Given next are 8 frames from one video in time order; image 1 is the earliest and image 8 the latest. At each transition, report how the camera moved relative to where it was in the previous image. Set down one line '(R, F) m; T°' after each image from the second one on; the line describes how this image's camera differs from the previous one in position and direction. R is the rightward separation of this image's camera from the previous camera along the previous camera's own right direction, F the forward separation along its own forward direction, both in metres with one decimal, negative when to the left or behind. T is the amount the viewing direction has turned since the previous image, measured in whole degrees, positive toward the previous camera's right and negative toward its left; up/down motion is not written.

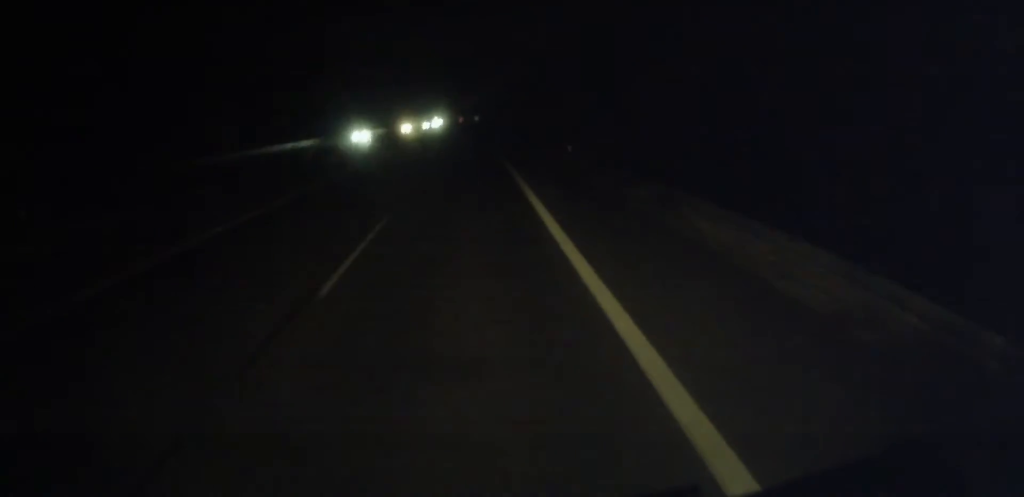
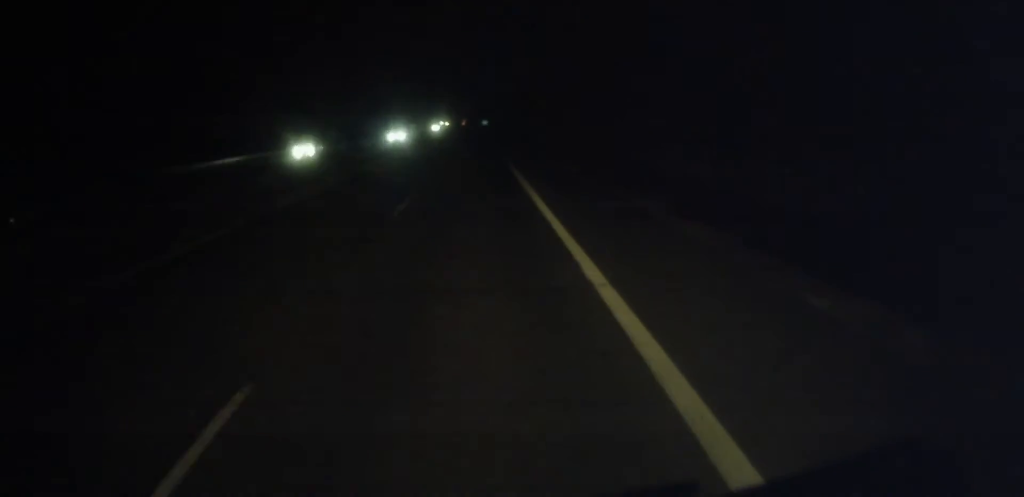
(-0.3, +78.1) m; -1°
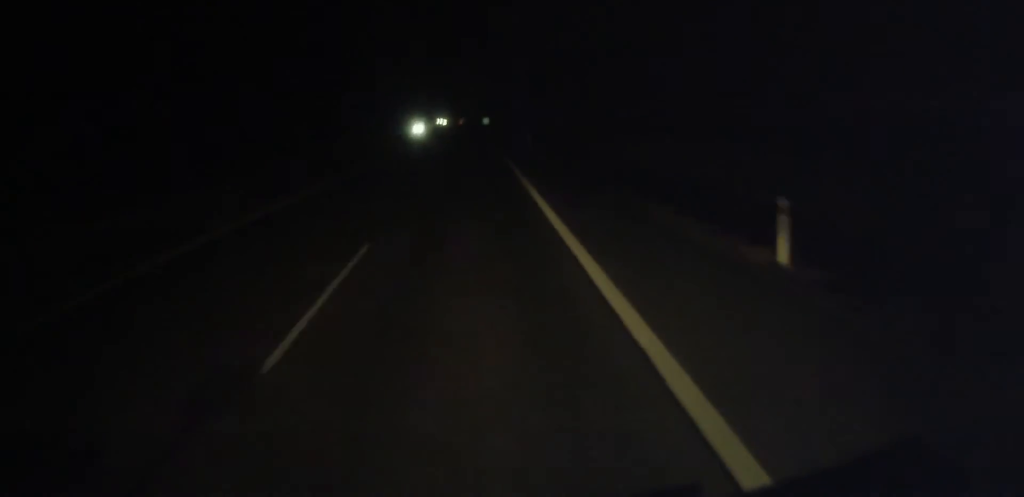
(-0.2, +43.8) m; 0°
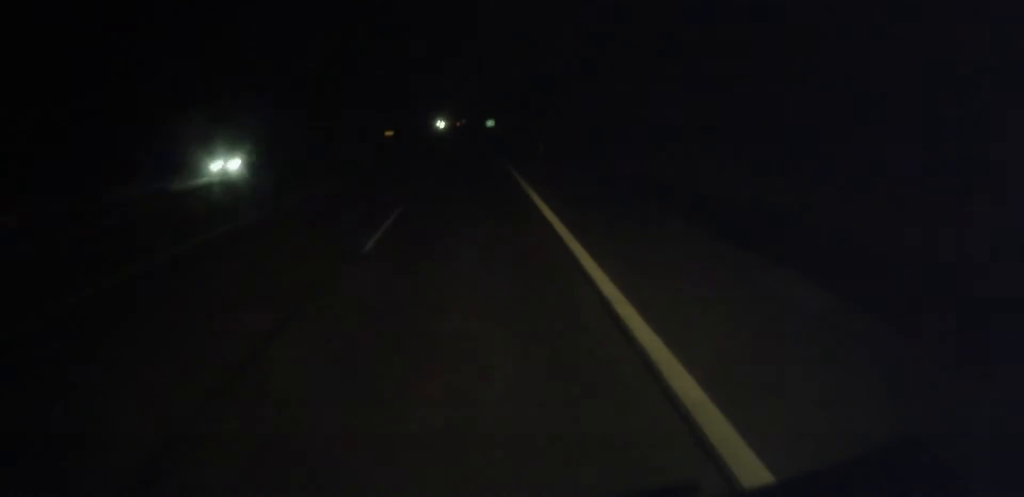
(-0.4, +62.6) m; 0°
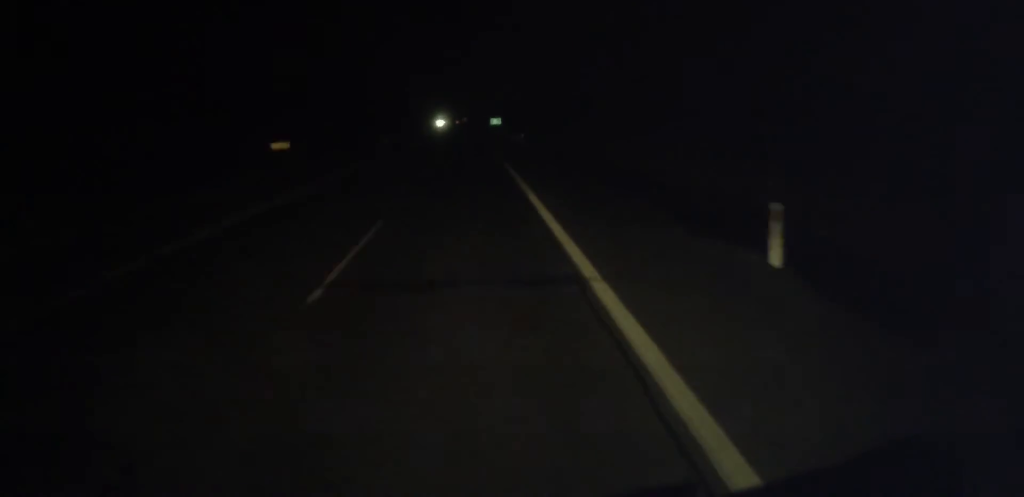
(-0.1, +37.7) m; 0°
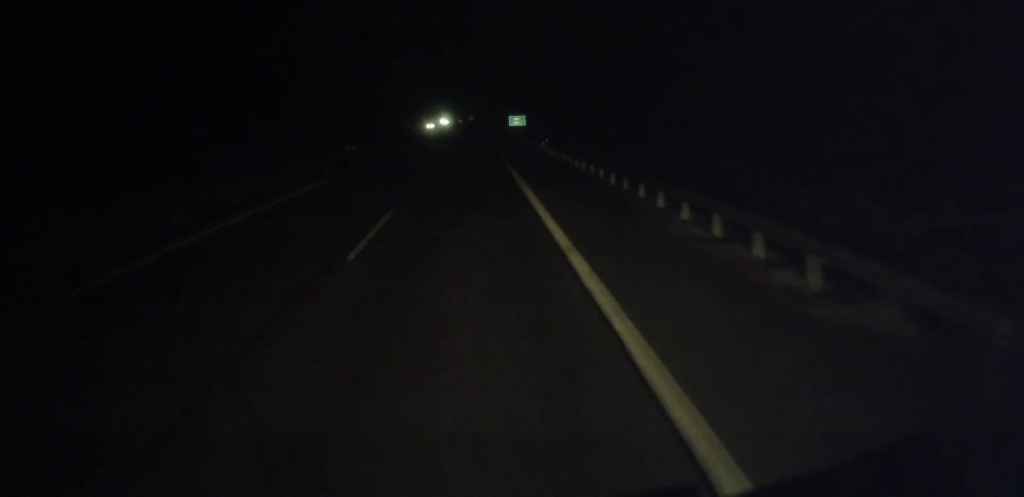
(0.0, +65.8) m; 0°
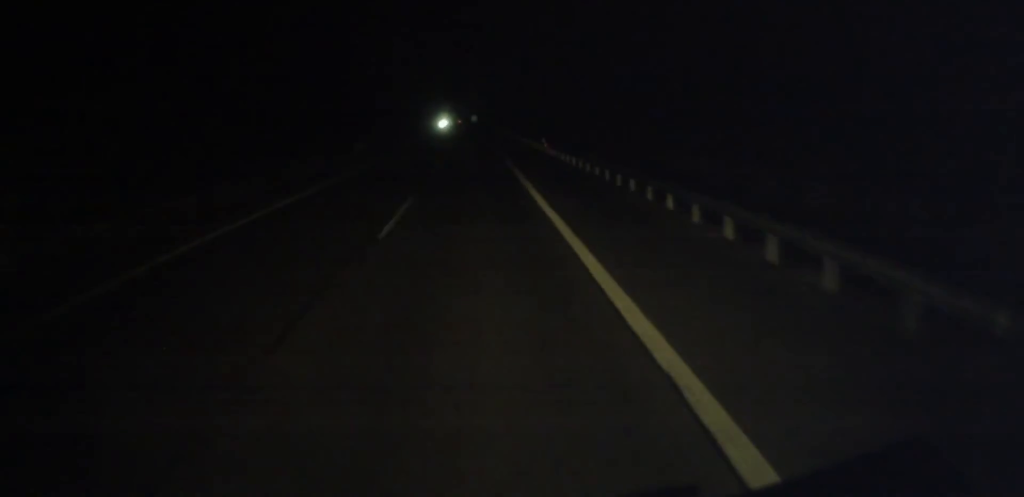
(-0.4, +100.4) m; 0°
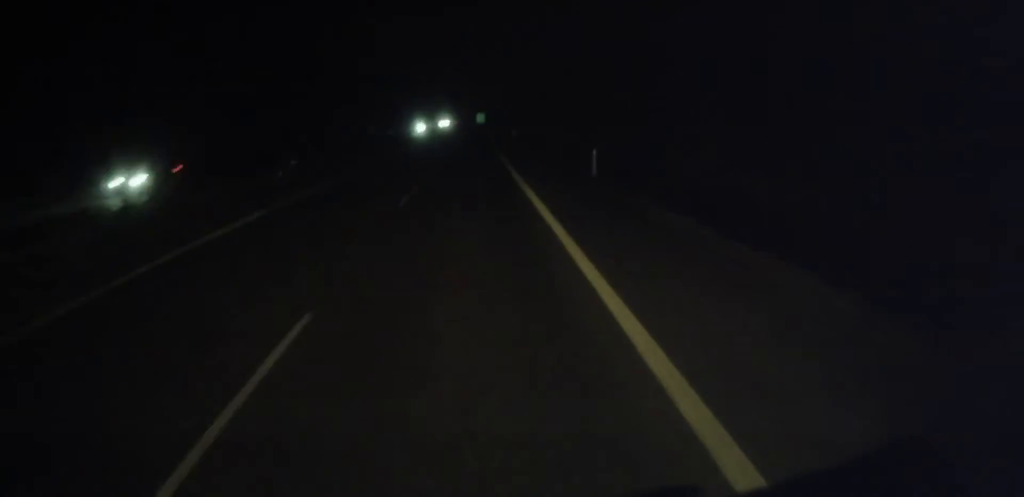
(-1.4, +166.2) m; -1°
